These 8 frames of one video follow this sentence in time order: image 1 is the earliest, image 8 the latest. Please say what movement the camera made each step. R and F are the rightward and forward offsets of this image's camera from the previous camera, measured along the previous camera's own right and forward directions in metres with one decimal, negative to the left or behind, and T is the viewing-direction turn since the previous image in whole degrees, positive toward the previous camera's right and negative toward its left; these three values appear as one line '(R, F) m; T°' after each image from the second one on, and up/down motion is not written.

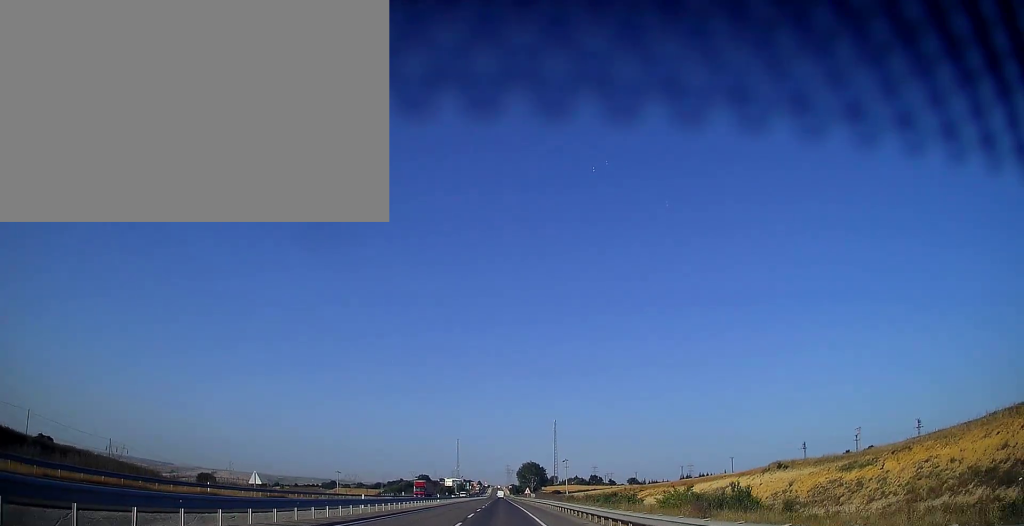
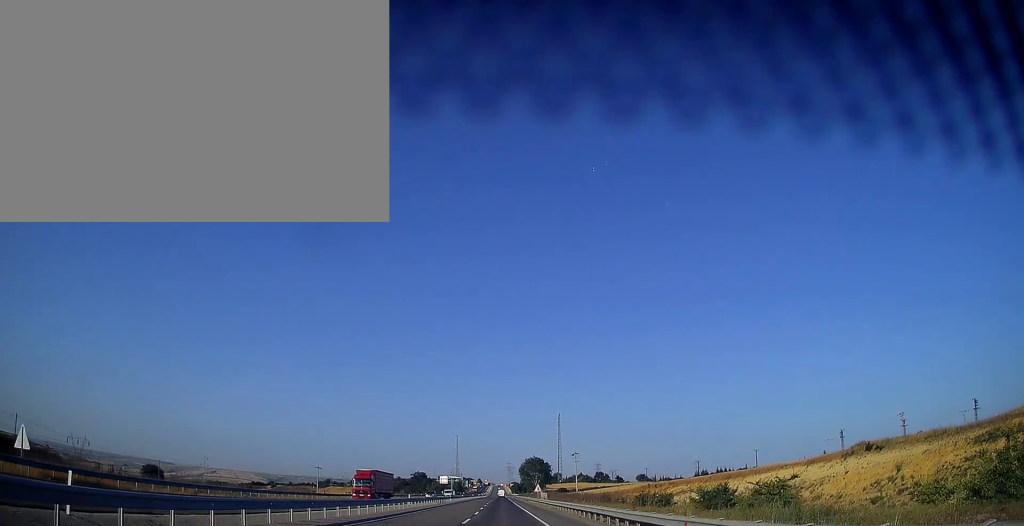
(0.0, +31.5) m; 0°
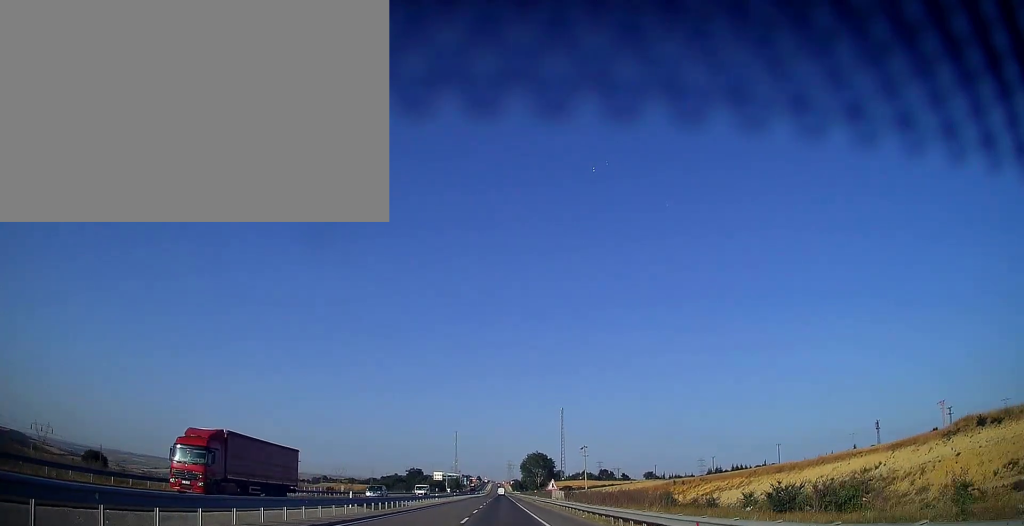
(-0.2, +24.7) m; 0°
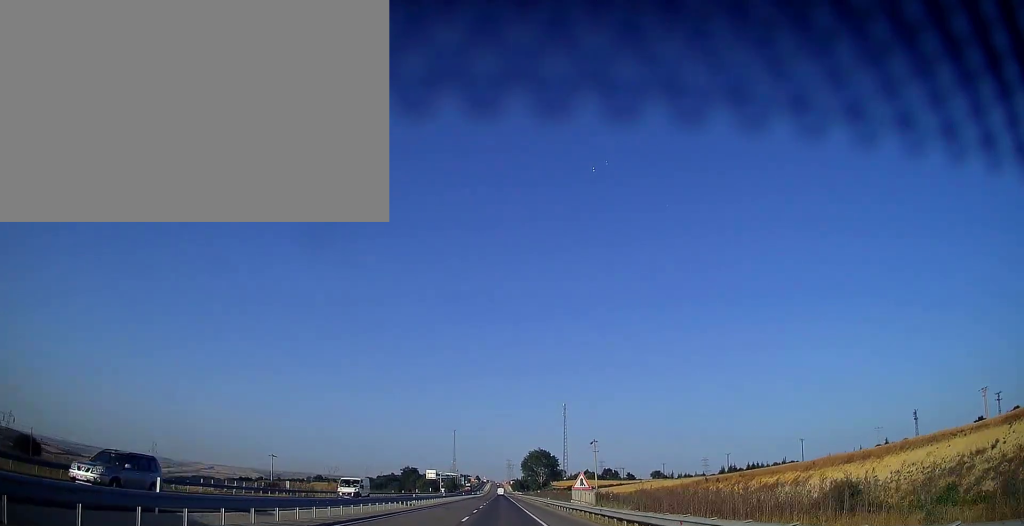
(+0.2, +22.7) m; 0°
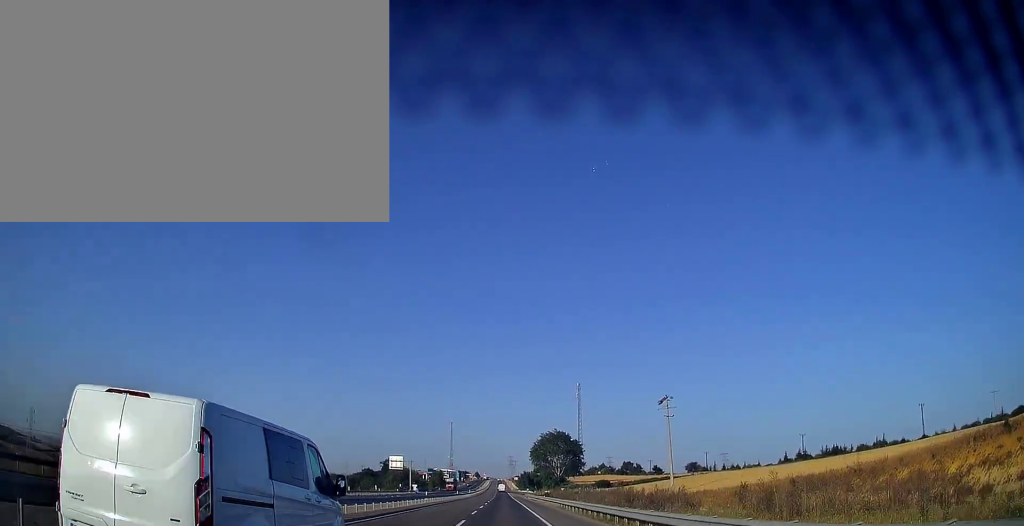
(-0.5, +76.9) m; -1°
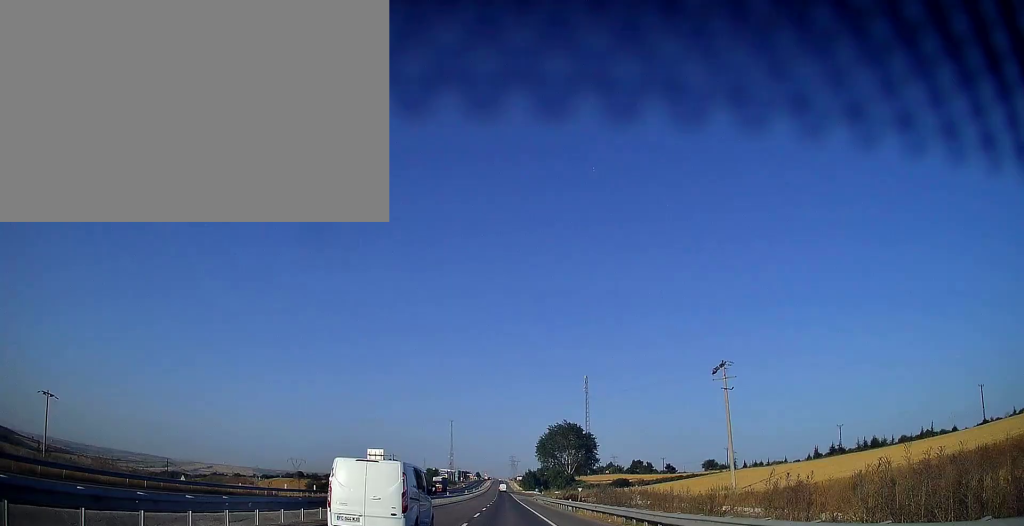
(0.0, +27.5) m; 0°
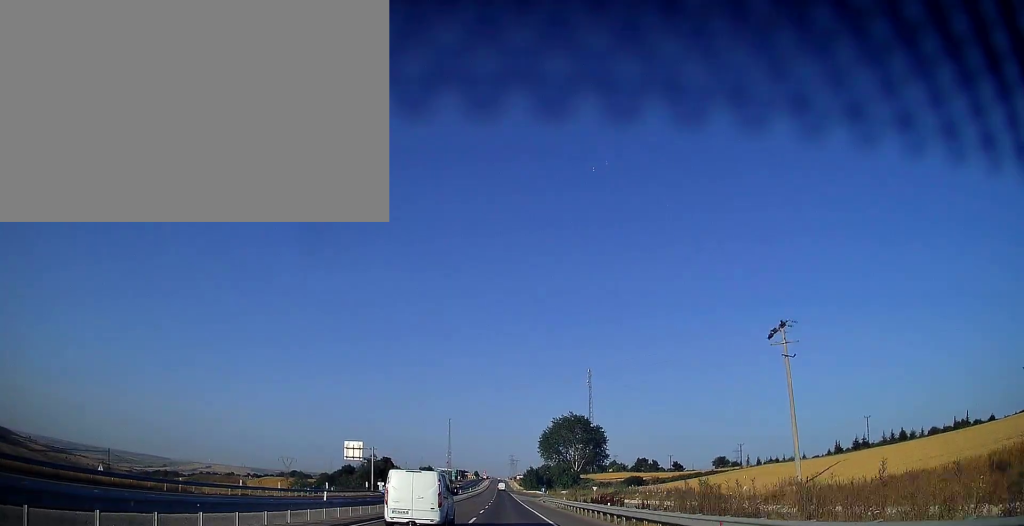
(-0.1, +16.6) m; 0°
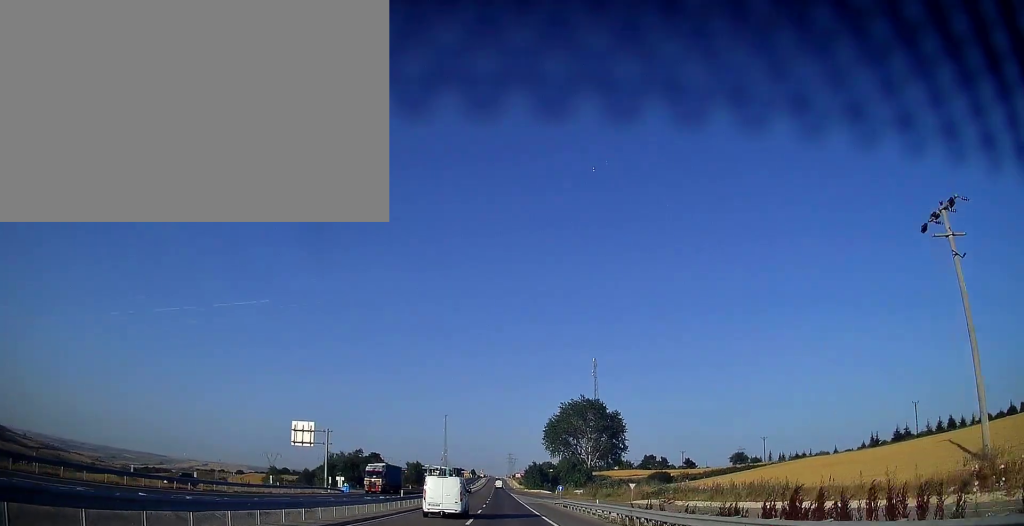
(+0.3, +26.4) m; 0°
